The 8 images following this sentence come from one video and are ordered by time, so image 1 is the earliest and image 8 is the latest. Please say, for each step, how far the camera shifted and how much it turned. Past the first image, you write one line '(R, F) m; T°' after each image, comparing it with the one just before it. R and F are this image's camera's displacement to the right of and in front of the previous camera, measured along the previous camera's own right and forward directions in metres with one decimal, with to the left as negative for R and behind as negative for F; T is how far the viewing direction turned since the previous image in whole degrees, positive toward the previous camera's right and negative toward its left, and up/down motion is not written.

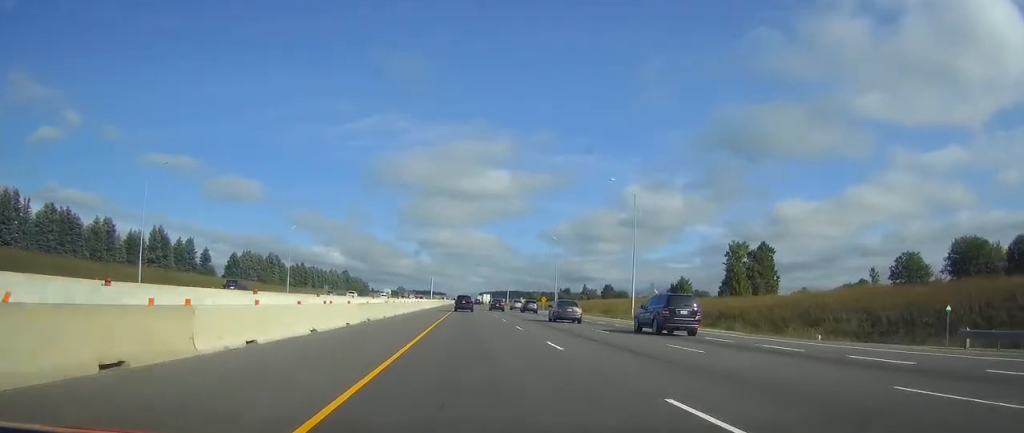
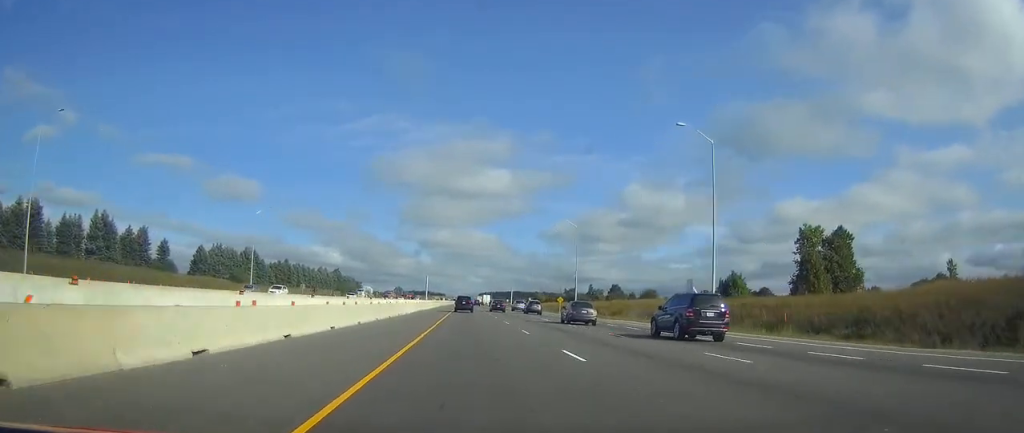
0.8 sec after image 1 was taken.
(0.0, +27.0) m; 0°
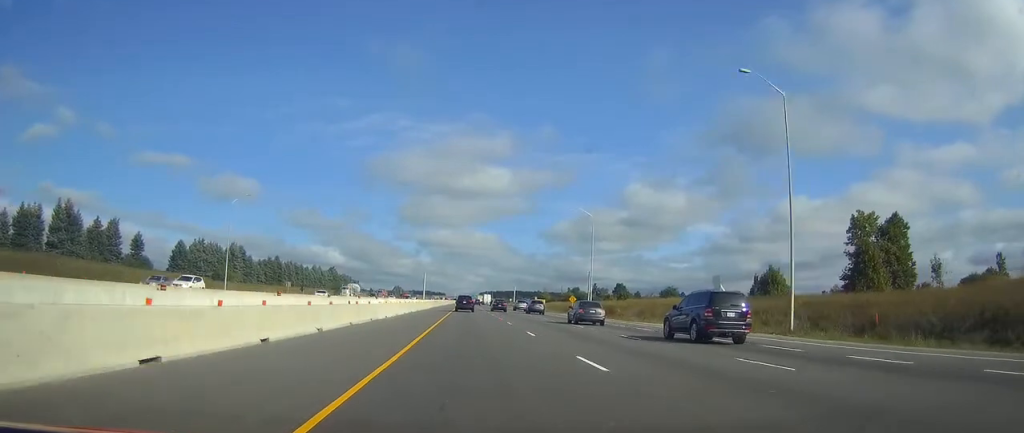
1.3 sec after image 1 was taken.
(-0.1, +14.0) m; 0°
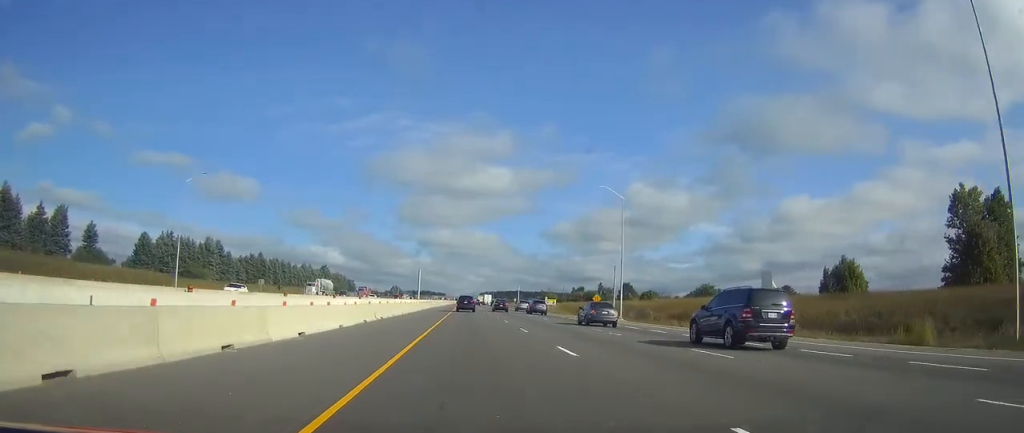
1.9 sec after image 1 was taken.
(+0.1, +20.6) m; 0°
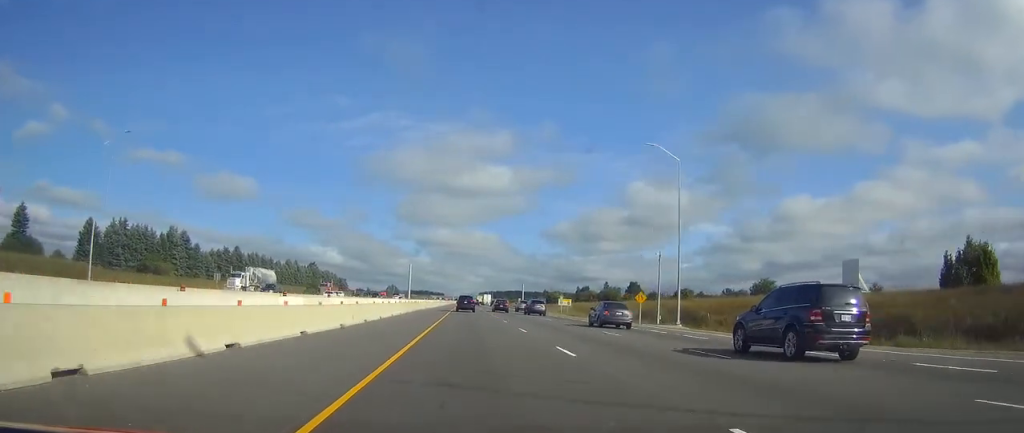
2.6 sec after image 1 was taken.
(0.0, +23.9) m; 0°
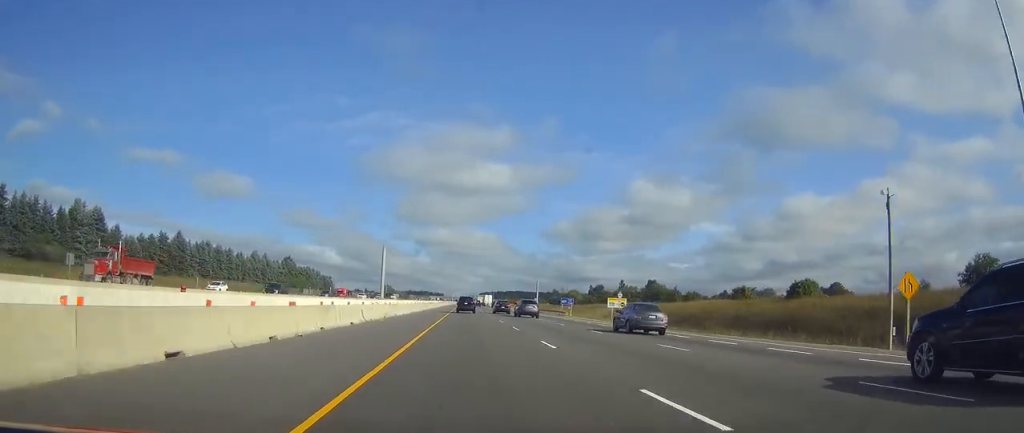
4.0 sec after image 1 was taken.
(0.0, +44.6) m; 0°
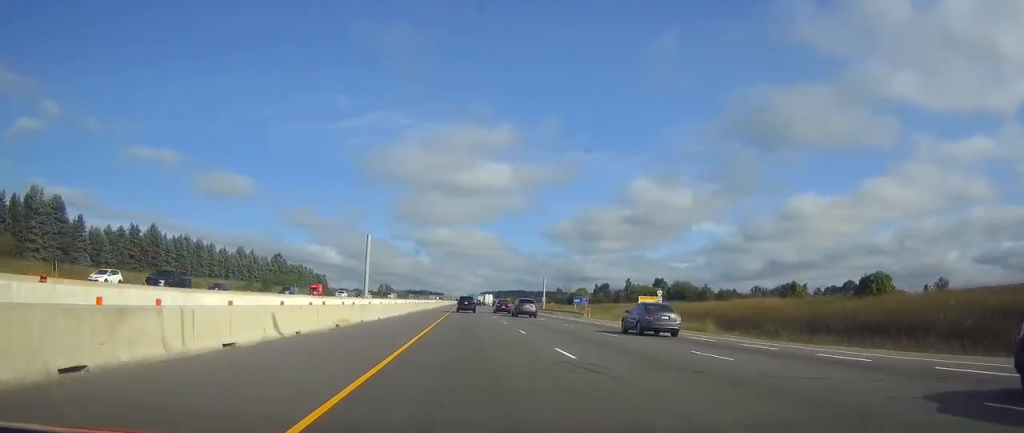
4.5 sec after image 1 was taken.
(0.0, +15.3) m; 0°
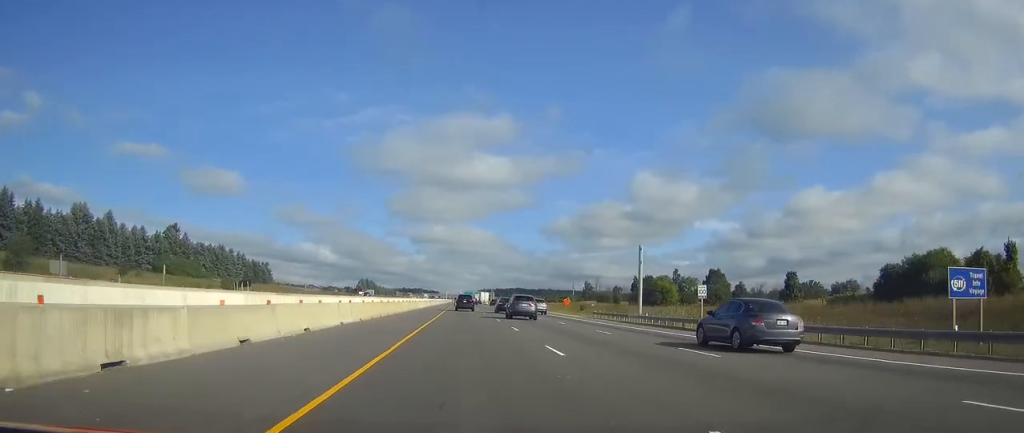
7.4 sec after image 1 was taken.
(-0.2, +95.0) m; 0°
